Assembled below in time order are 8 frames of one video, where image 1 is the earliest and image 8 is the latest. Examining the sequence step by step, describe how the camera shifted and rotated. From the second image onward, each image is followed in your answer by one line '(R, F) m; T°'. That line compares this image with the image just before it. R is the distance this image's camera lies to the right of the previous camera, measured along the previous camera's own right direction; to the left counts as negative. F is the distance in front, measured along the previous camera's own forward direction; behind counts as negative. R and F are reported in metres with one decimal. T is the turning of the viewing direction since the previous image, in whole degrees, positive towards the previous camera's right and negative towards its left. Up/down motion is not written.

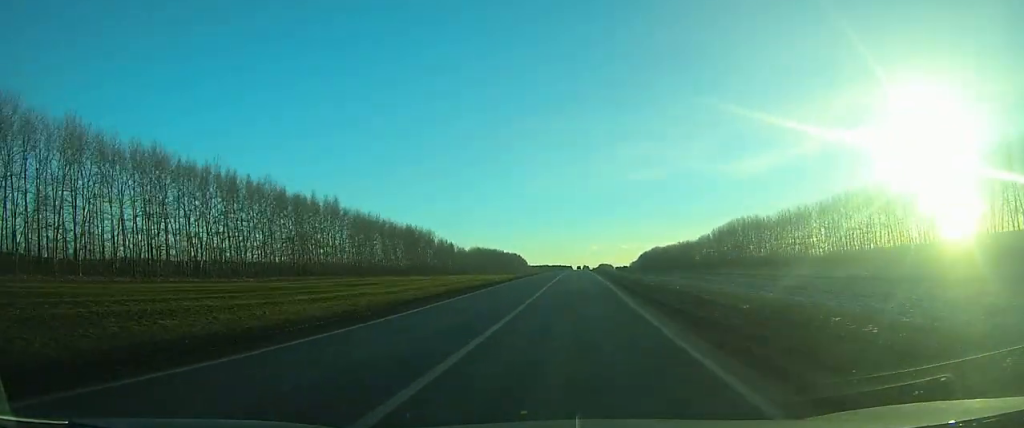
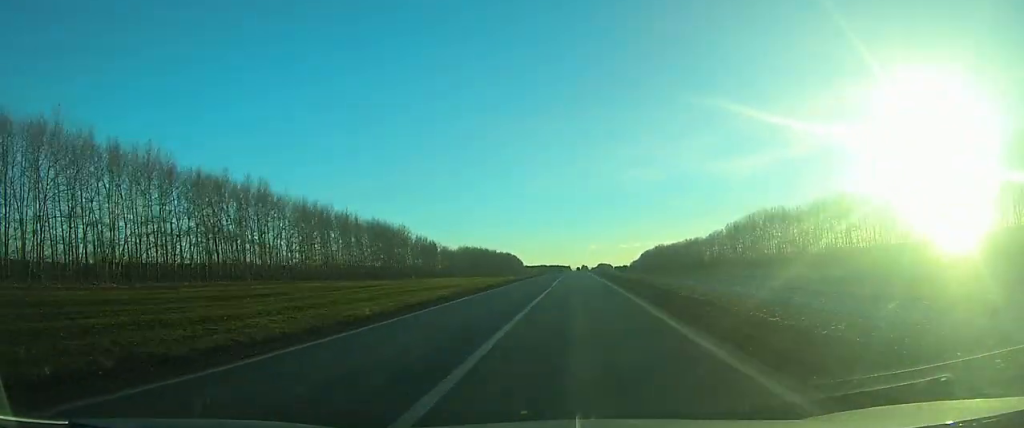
(0.0, +32.5) m; 0°
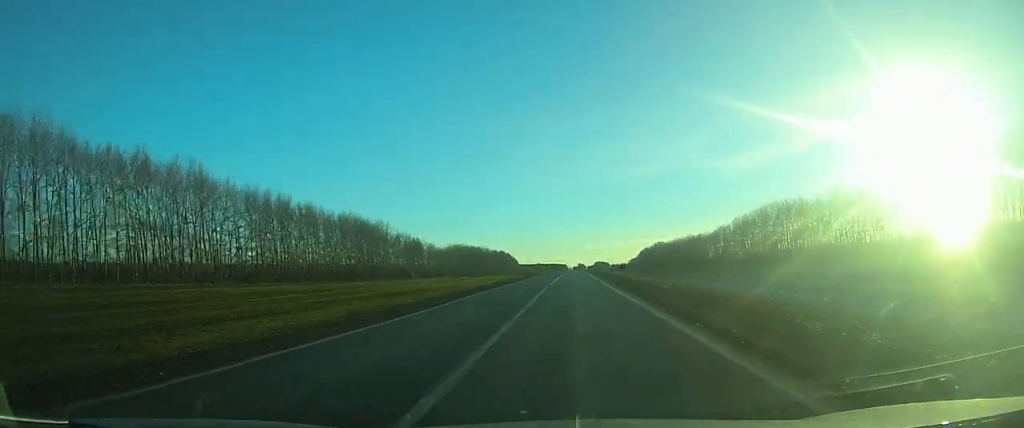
(0.0, +19.5) m; 0°
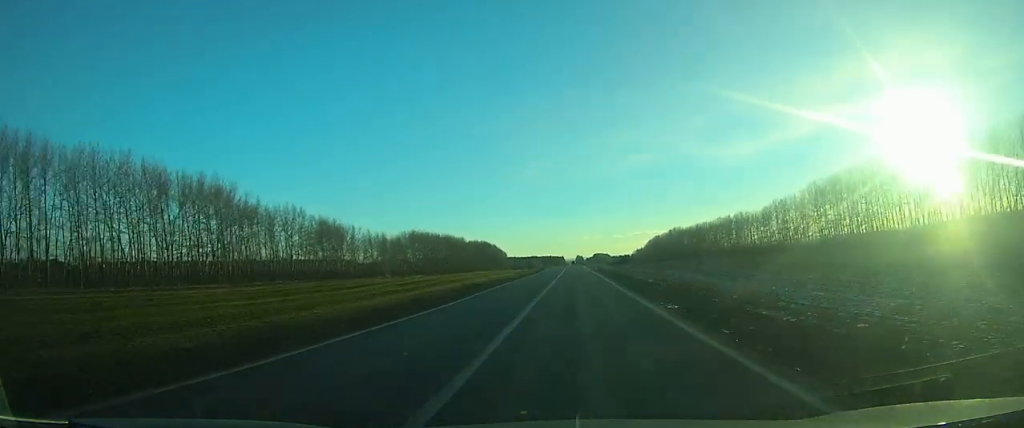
(-0.1, +90.9) m; 0°
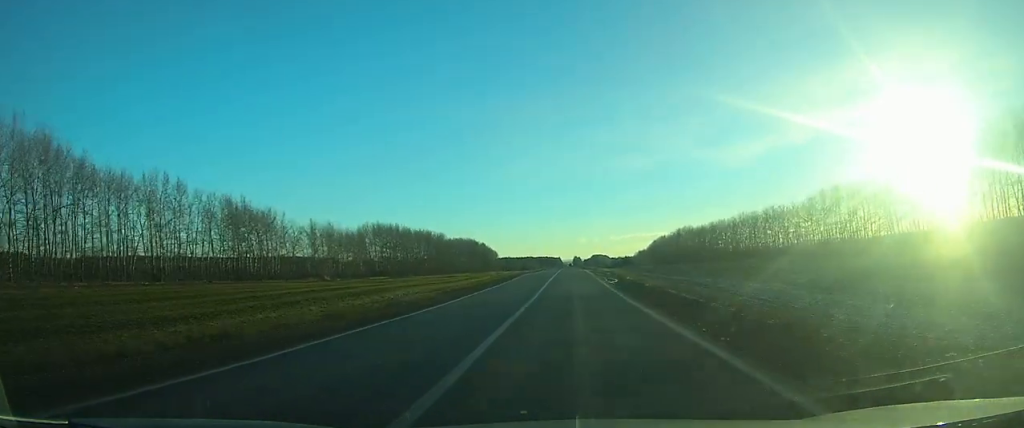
(-0.1, +47.7) m; 0°
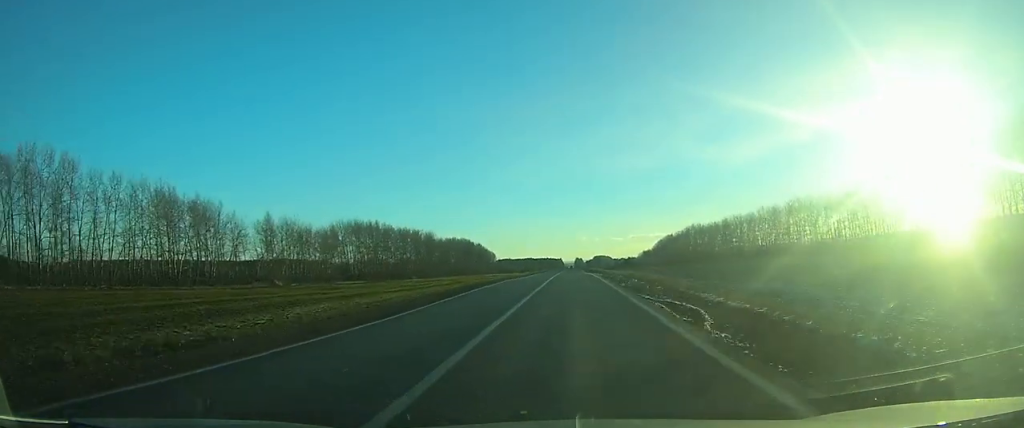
(+0.1, +25.8) m; 0°
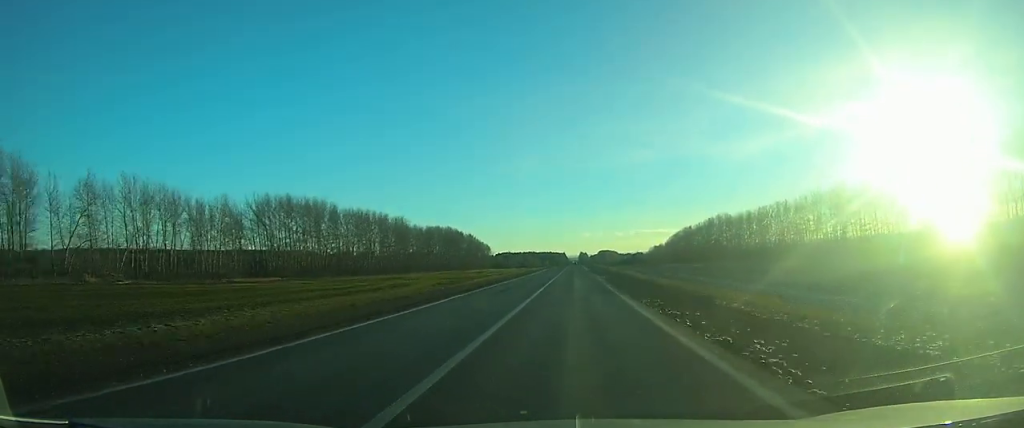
(+0.1, +52.3) m; 0°
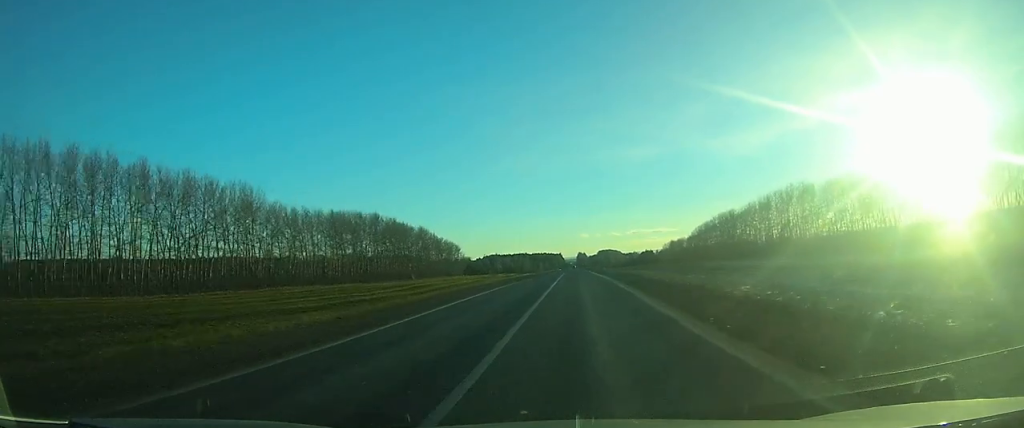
(-0.6, +105.3) m; 0°
